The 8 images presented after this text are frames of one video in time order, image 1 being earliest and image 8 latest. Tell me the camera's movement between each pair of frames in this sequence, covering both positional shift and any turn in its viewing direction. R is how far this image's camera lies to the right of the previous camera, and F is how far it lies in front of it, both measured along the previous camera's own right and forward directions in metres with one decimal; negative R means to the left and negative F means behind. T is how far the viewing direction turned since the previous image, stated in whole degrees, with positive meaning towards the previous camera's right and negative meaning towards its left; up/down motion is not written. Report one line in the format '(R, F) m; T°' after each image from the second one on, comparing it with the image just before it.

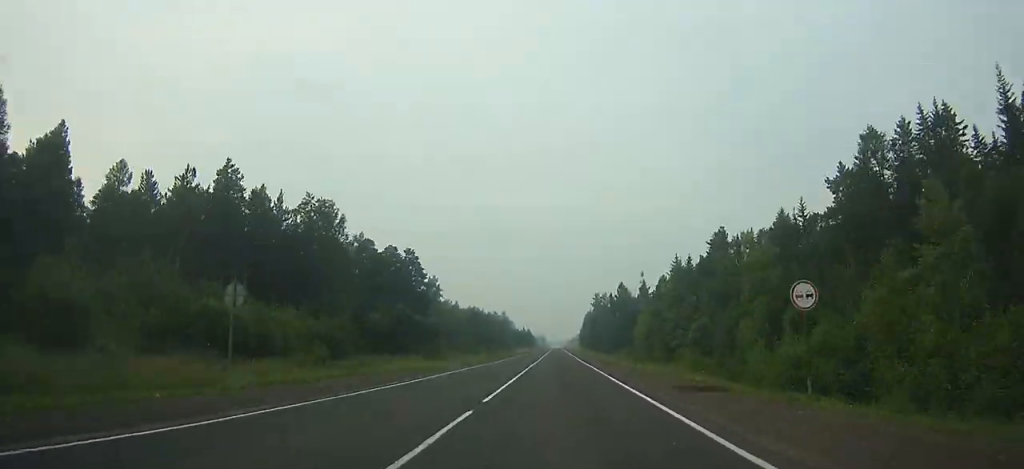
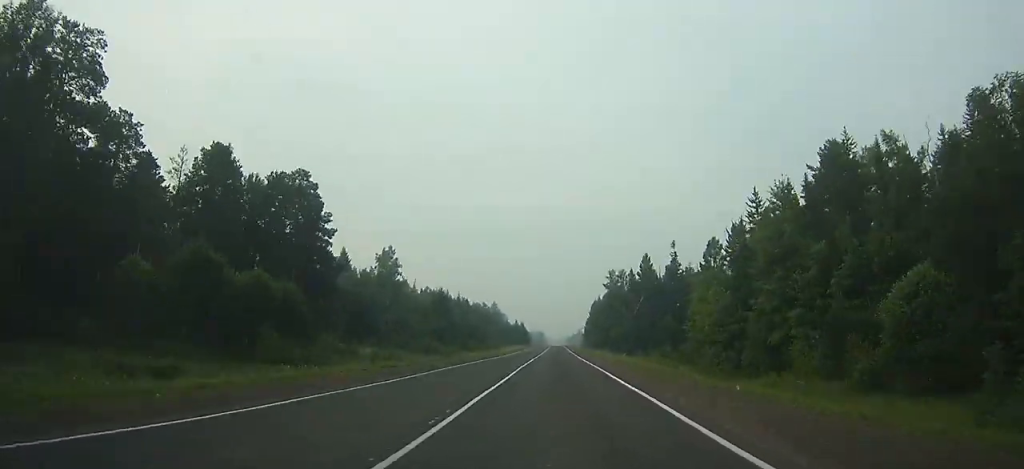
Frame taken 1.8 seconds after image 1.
(0.0, +47.8) m; 0°
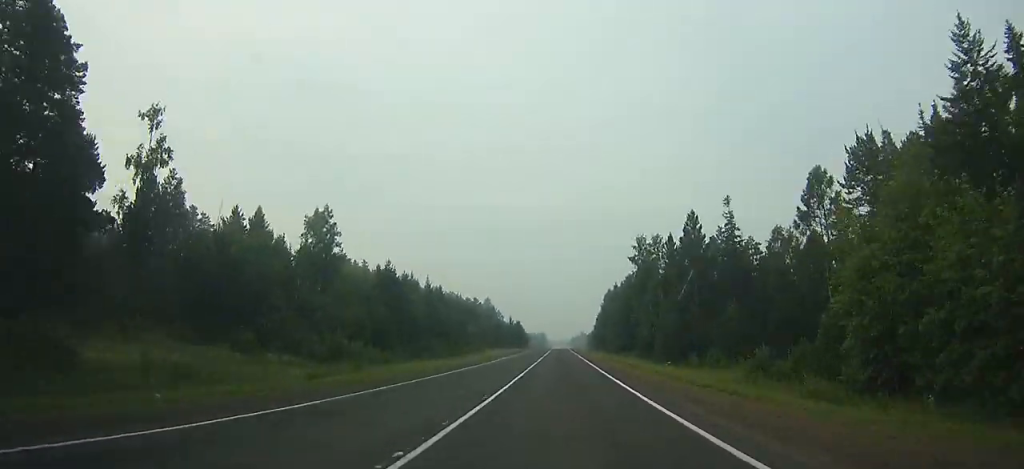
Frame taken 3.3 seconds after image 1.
(0.0, +39.3) m; 0°
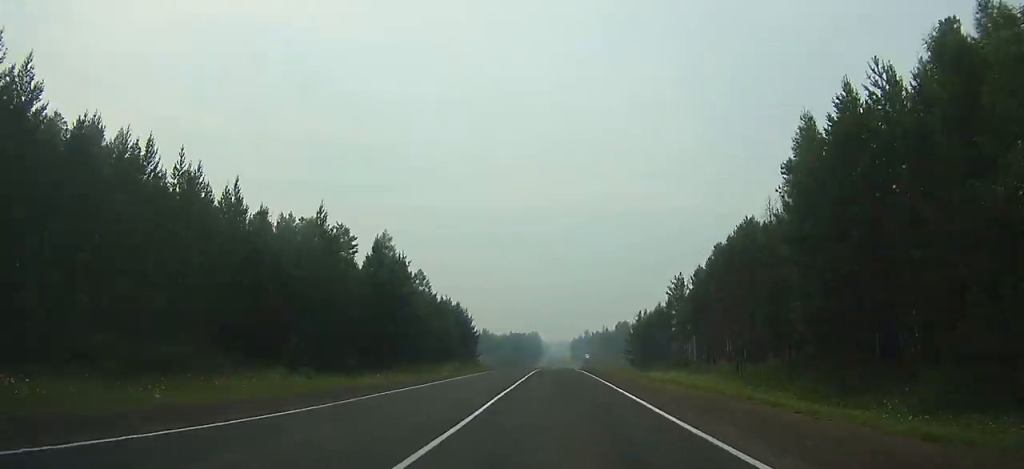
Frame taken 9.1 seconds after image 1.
(-0.1, +147.7) m; 0°
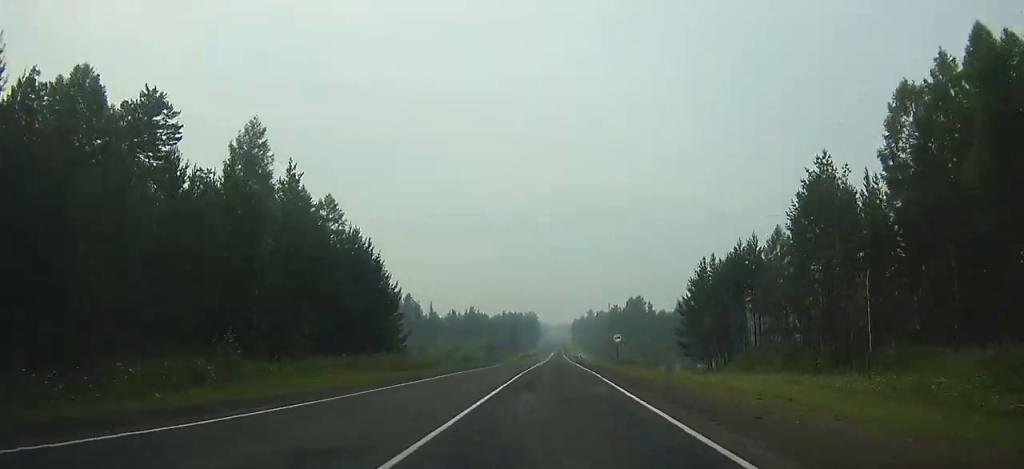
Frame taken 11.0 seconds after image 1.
(0.0, +49.6) m; 0°
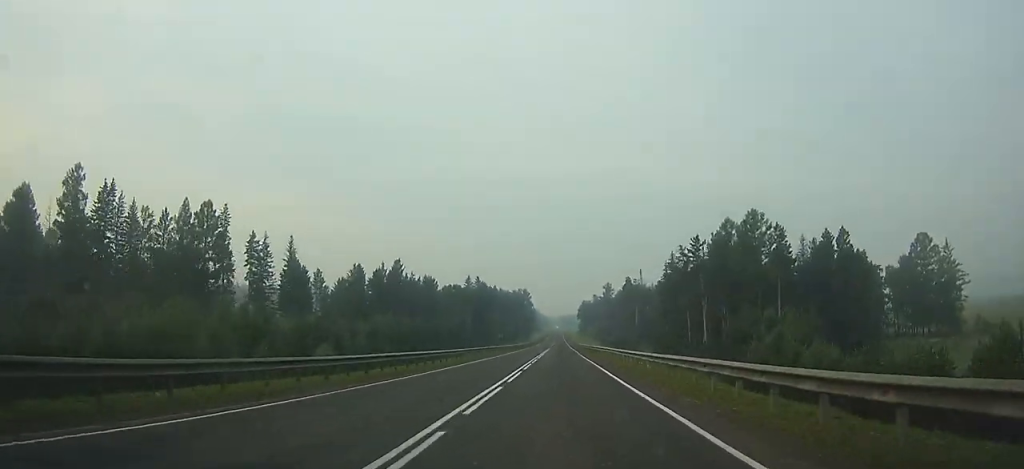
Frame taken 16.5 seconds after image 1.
(-0.1, +148.5) m; 0°
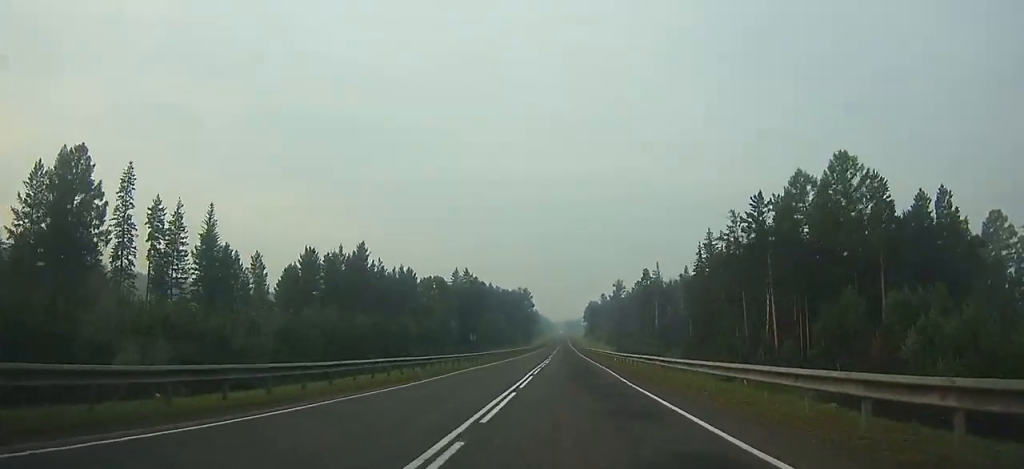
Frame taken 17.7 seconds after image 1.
(-0.1, +32.5) m; 0°
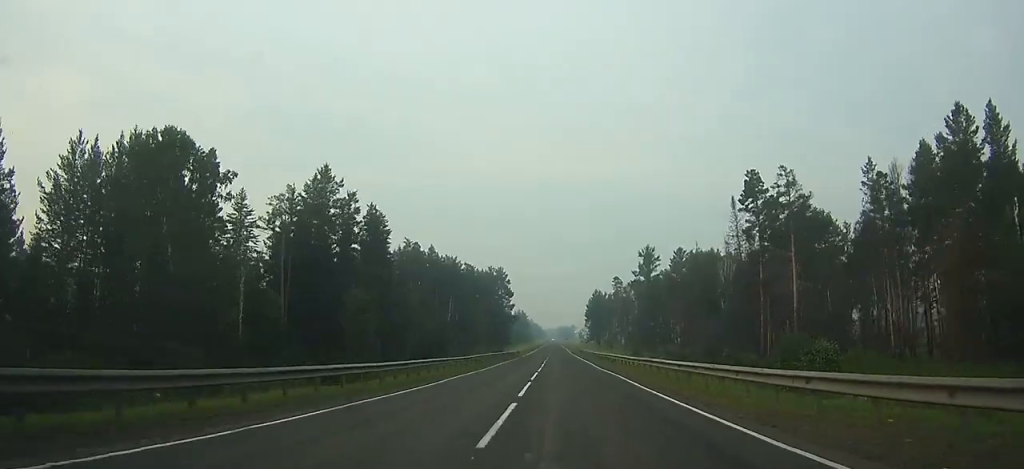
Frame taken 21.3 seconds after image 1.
(+0.1, +97.3) m; 0°
